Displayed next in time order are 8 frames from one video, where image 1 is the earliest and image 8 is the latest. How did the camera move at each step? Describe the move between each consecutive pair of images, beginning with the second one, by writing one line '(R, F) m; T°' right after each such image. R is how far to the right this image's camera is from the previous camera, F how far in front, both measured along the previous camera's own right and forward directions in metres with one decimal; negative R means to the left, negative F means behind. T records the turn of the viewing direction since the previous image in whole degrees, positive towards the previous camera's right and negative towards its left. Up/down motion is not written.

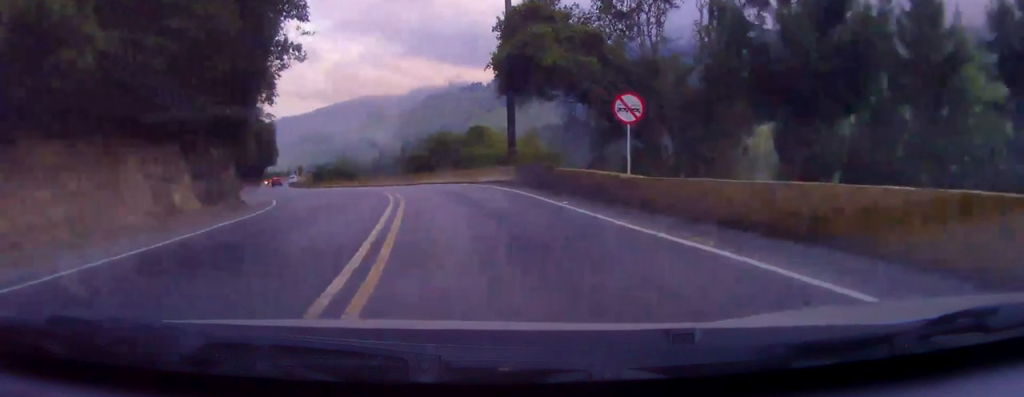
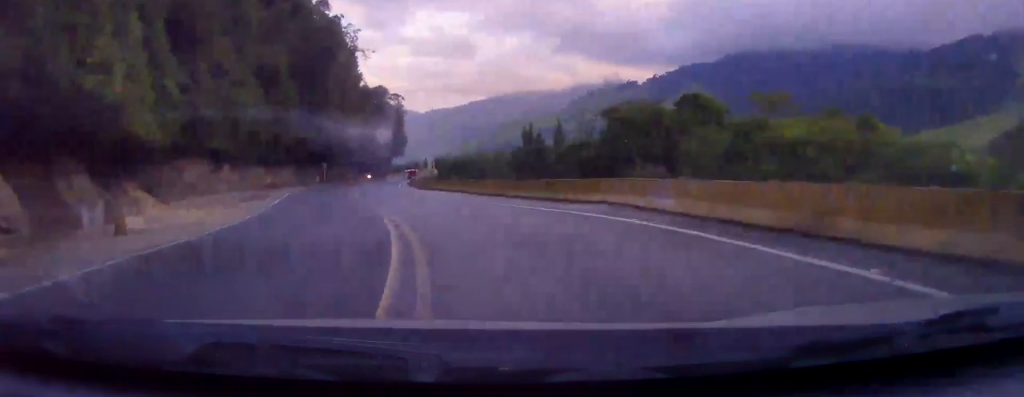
(-3.3, +24.7) m; -12°
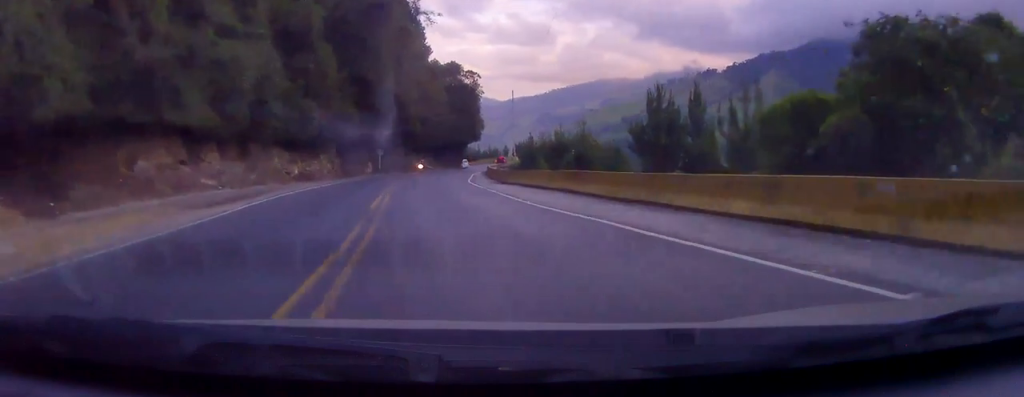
(-0.2, +16.2) m; -4°
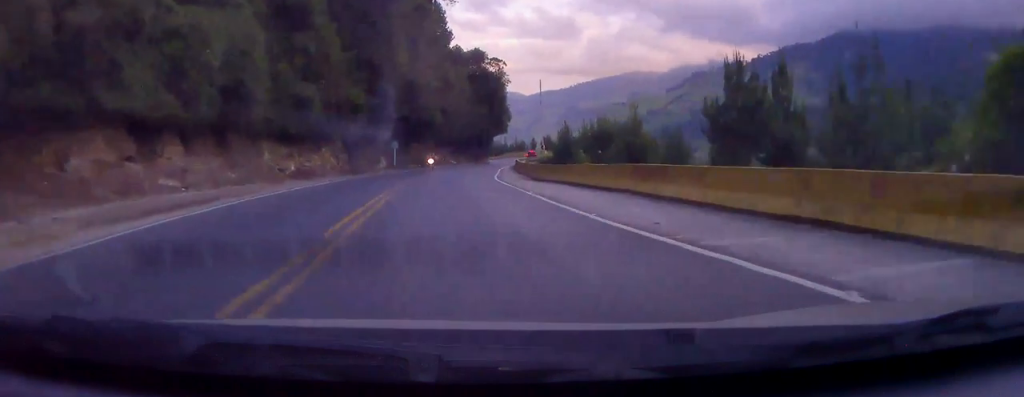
(-0.4, +7.7) m; -2°
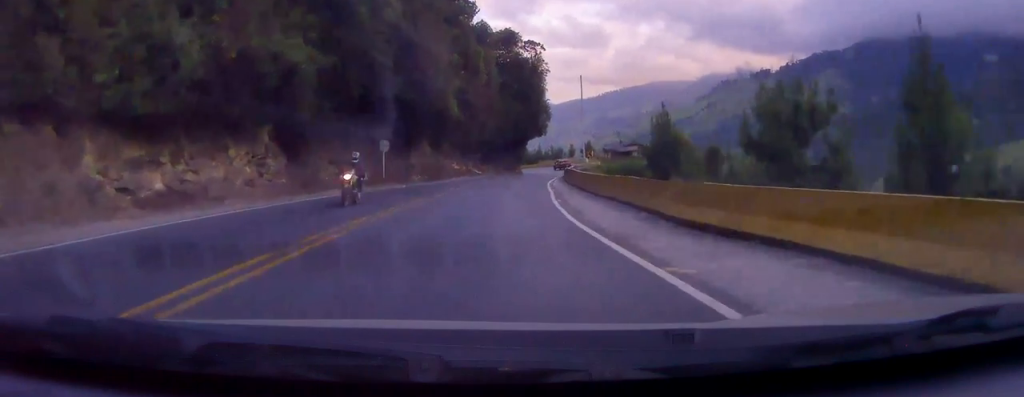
(-1.0, +22.2) m; -2°
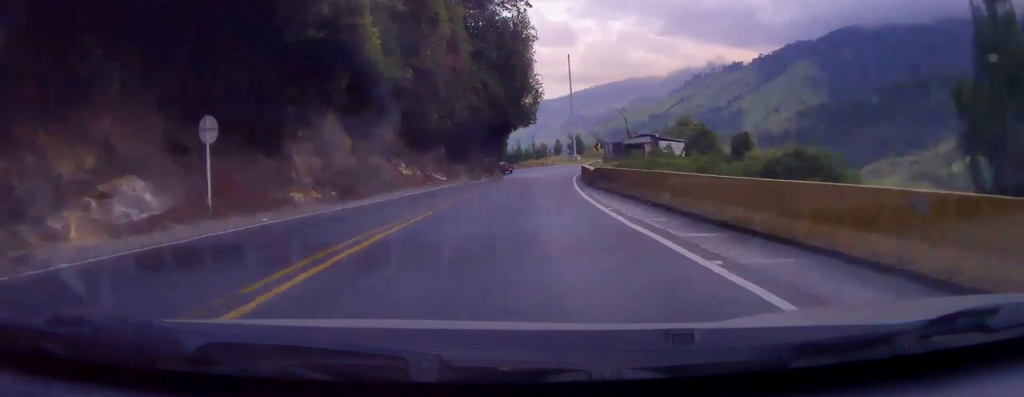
(+0.5, +22.9) m; +4°
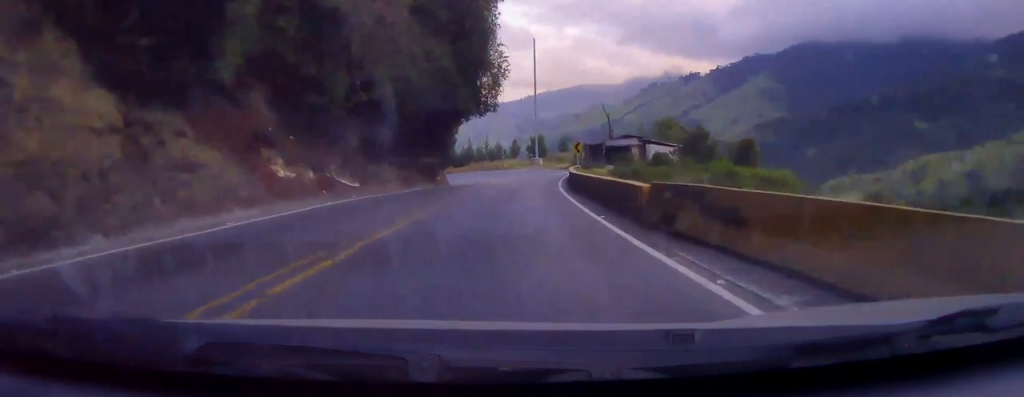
(+0.6, +16.1) m; +4°
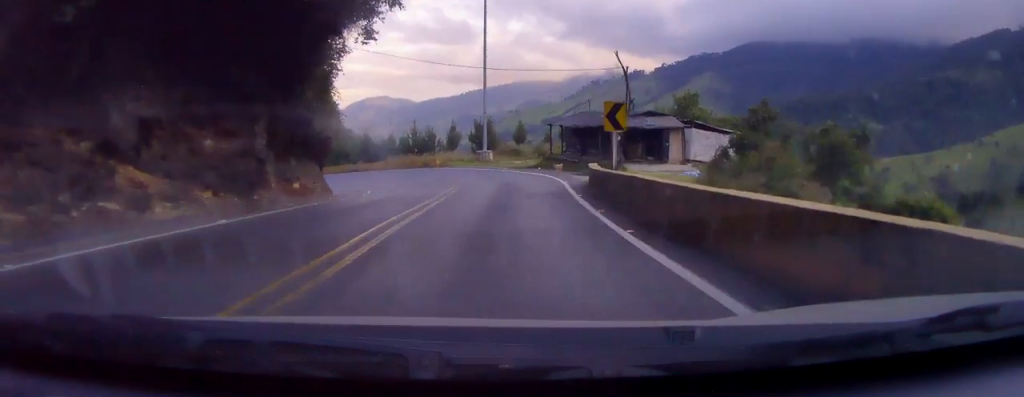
(+1.5, +26.1) m; +2°
